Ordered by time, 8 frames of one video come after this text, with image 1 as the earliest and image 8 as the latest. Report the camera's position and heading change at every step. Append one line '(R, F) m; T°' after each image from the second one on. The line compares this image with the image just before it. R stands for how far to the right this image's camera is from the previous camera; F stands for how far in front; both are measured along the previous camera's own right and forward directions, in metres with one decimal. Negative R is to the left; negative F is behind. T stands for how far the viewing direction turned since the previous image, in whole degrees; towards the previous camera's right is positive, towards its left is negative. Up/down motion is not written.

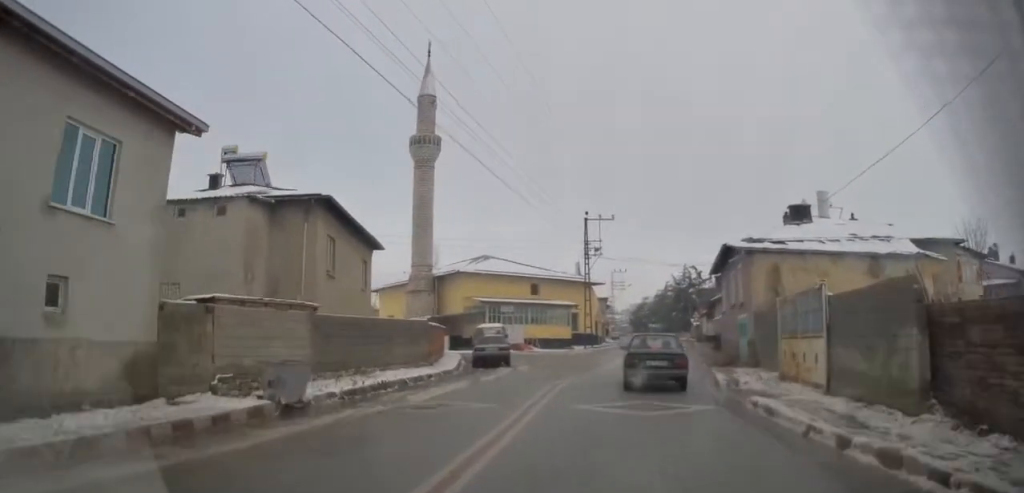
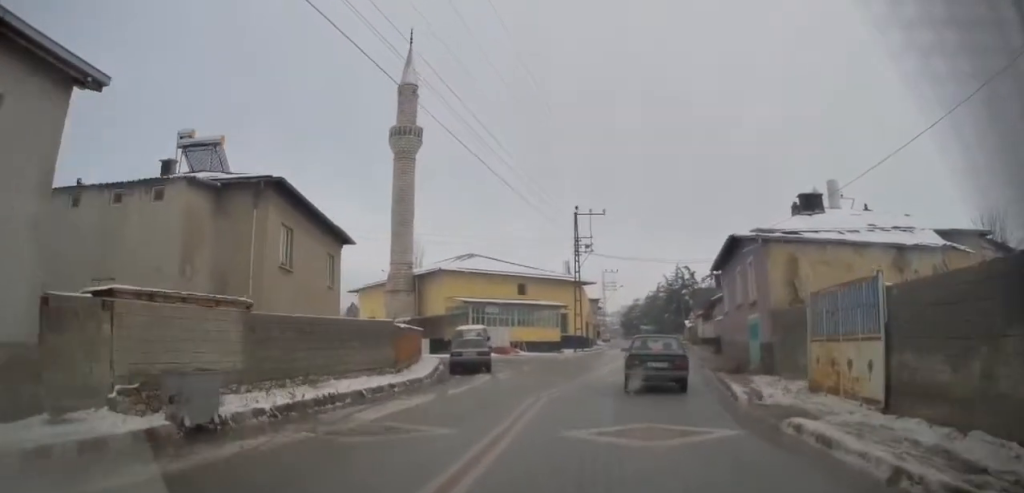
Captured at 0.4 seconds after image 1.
(0.0, +3.0) m; 0°
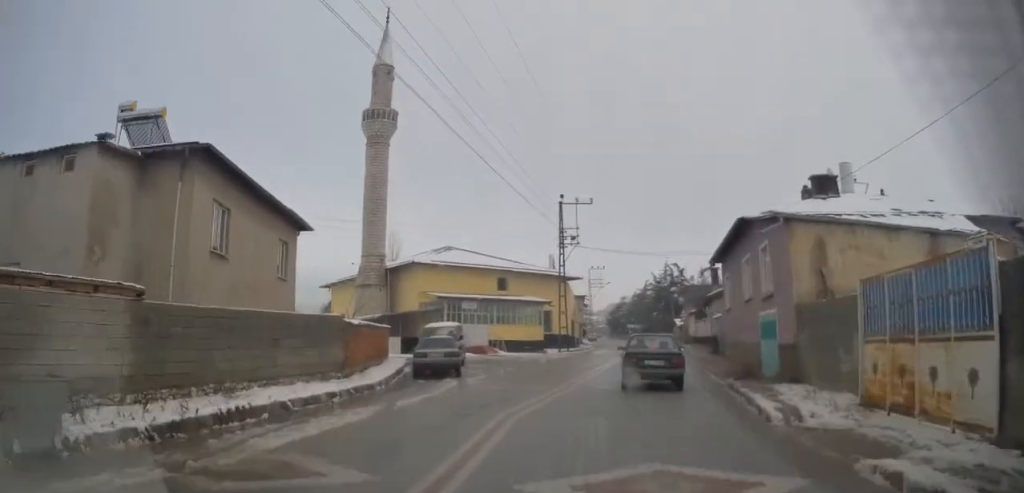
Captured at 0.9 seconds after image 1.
(0.0, +3.7) m; 0°
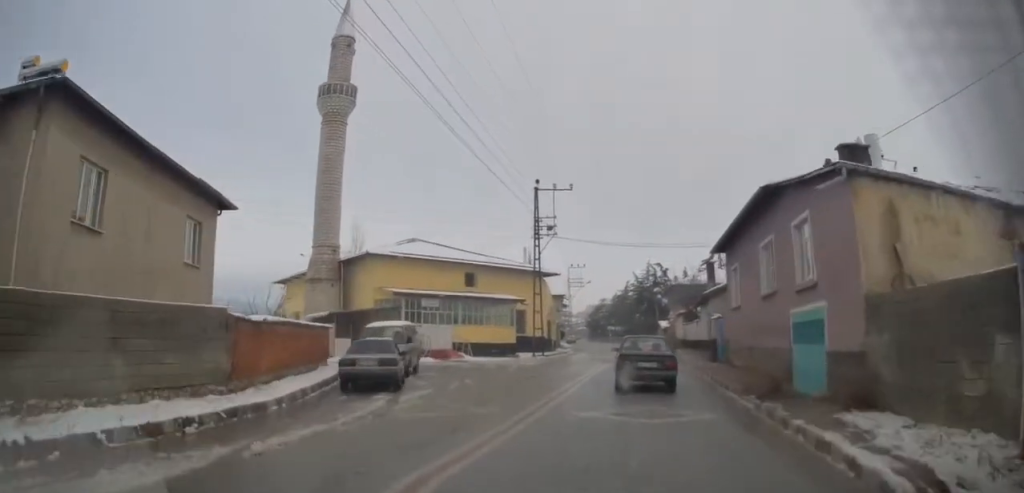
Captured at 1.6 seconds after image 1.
(0.0, +5.4) m; +2°
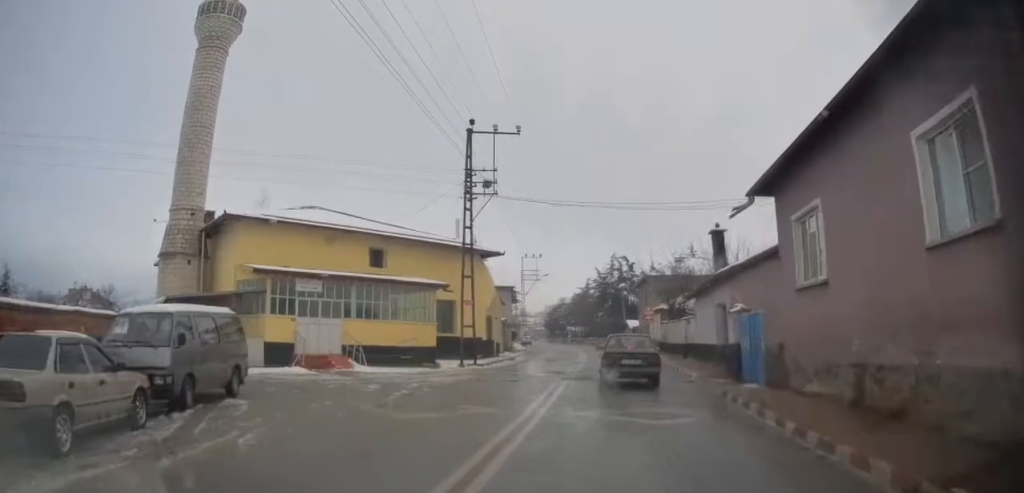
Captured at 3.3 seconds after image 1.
(+0.8, +11.6) m; +5°
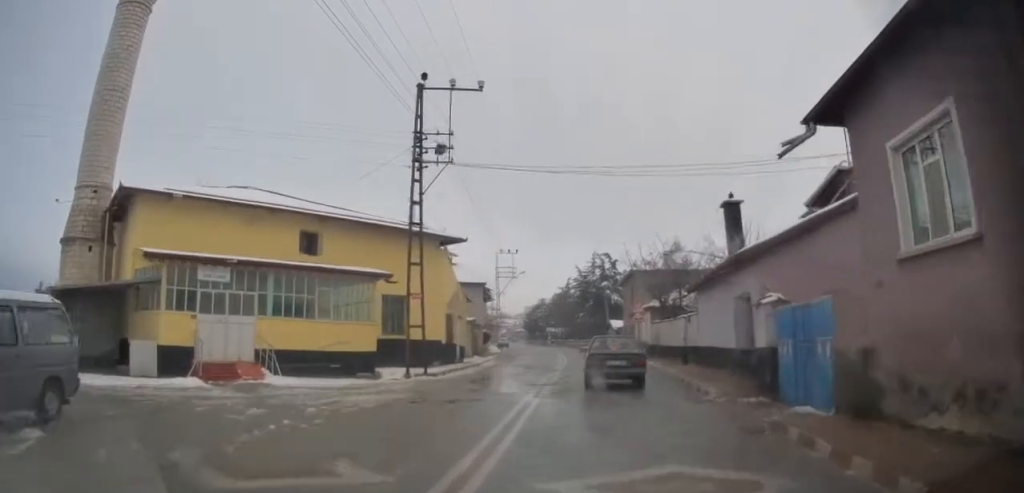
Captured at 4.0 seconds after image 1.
(-0.1, +4.9) m; -1°
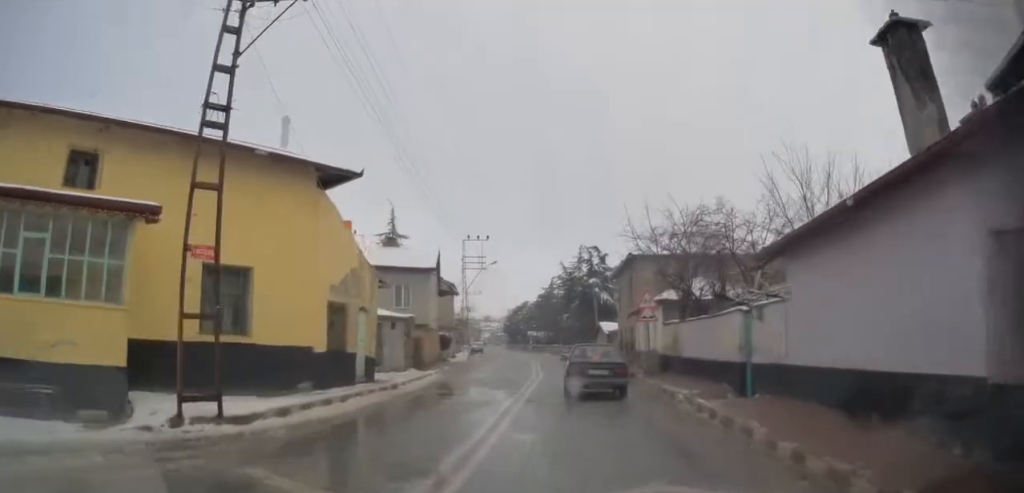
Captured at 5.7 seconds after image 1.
(+0.5, +10.5) m; +7°
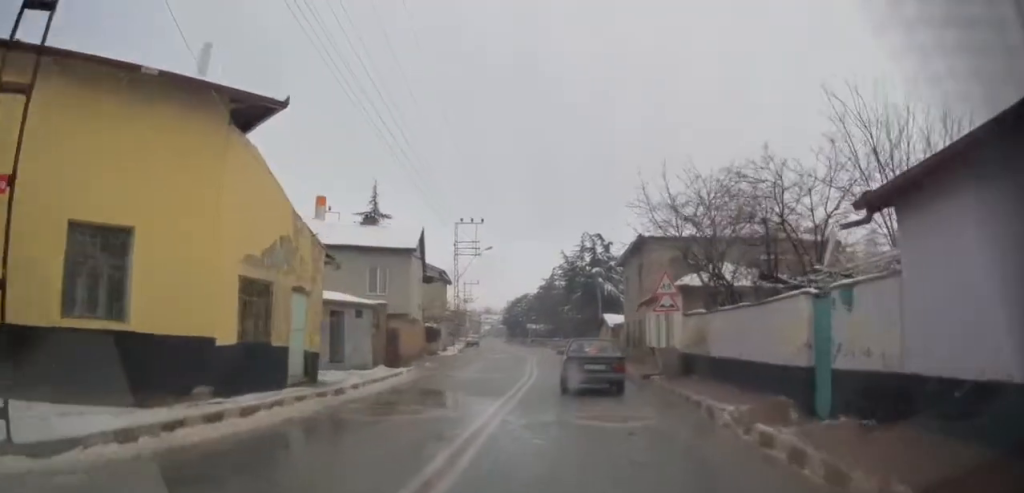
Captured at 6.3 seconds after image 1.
(+0.2, +3.9) m; +2°
